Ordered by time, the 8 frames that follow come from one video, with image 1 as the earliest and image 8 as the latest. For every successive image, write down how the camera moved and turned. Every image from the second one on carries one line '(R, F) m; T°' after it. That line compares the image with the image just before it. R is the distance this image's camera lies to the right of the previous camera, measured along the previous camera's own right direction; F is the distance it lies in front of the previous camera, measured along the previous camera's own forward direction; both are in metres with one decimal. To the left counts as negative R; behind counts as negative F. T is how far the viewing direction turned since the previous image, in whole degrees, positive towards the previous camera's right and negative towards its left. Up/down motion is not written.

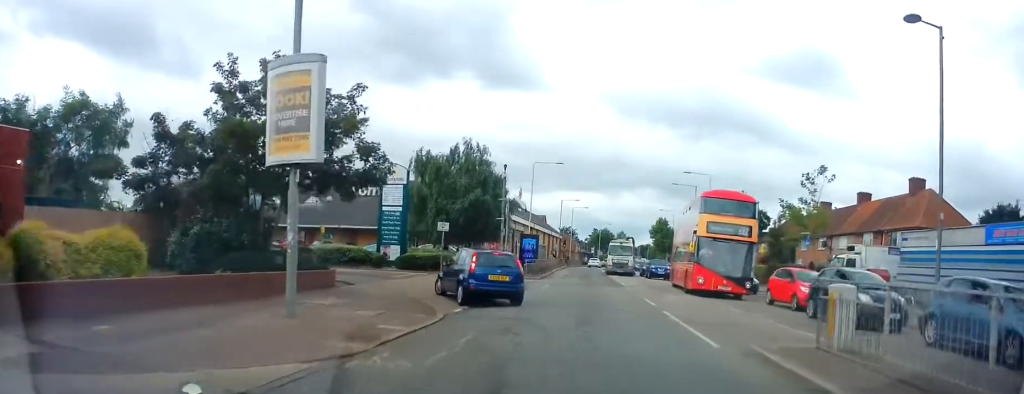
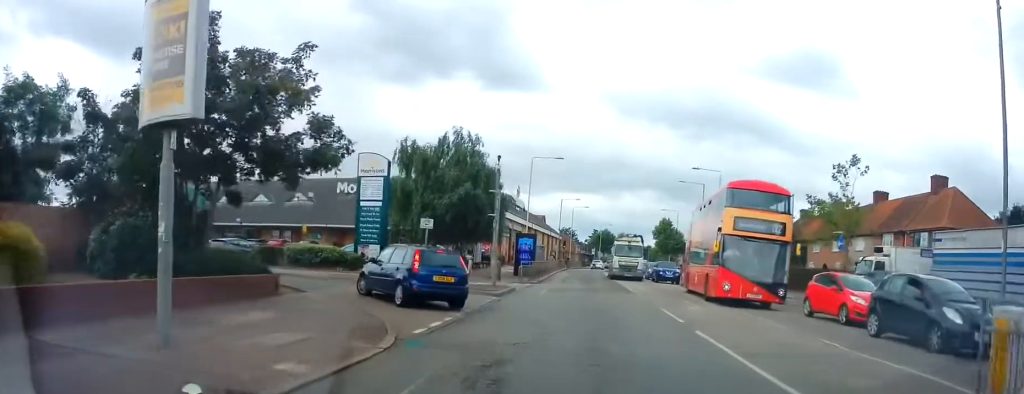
(0.0, +3.6) m; 0°
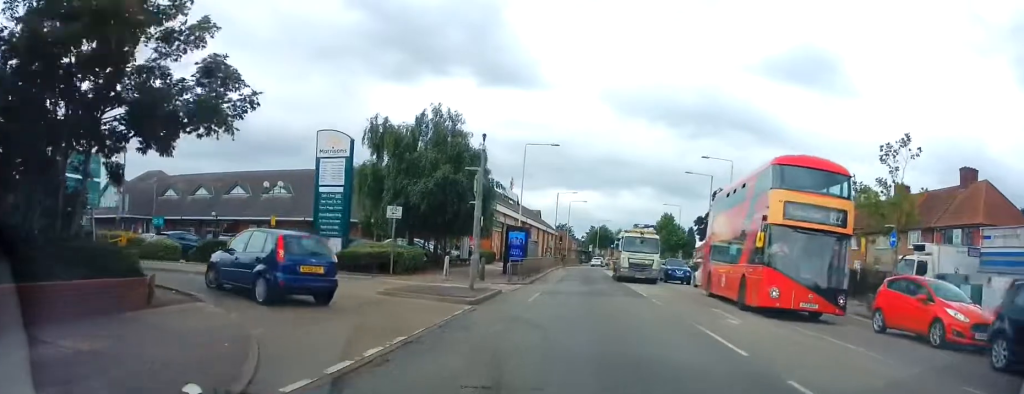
(0.0, +4.6) m; +1°
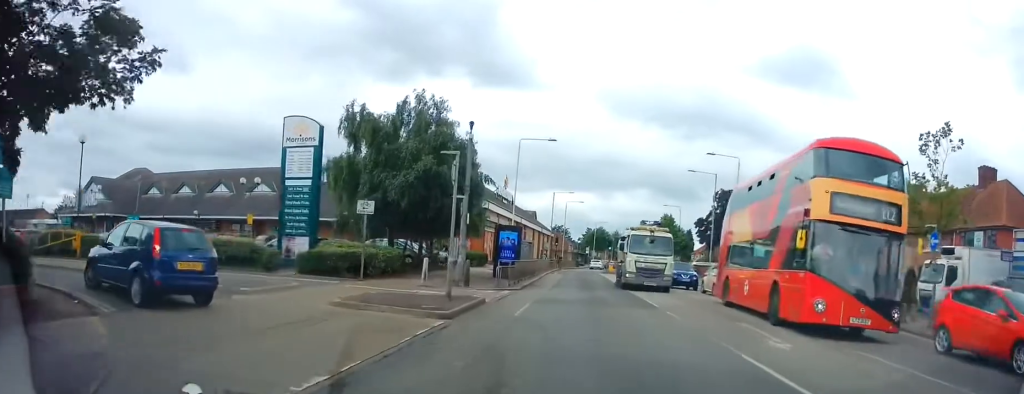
(0.0, +2.9) m; +1°
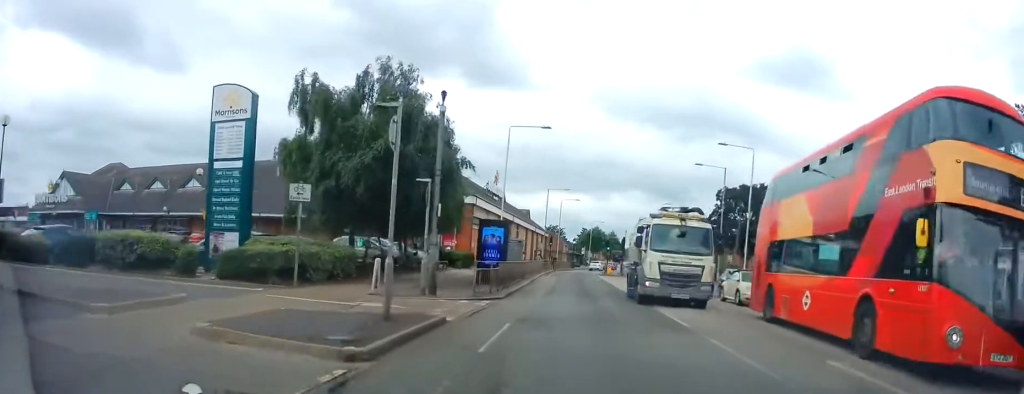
(+0.1, +4.7) m; +1°
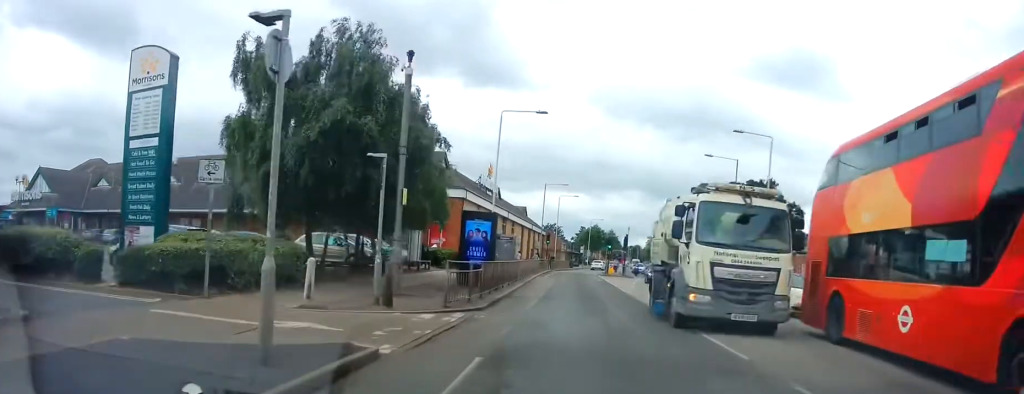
(+0.2, +4.0) m; 0°
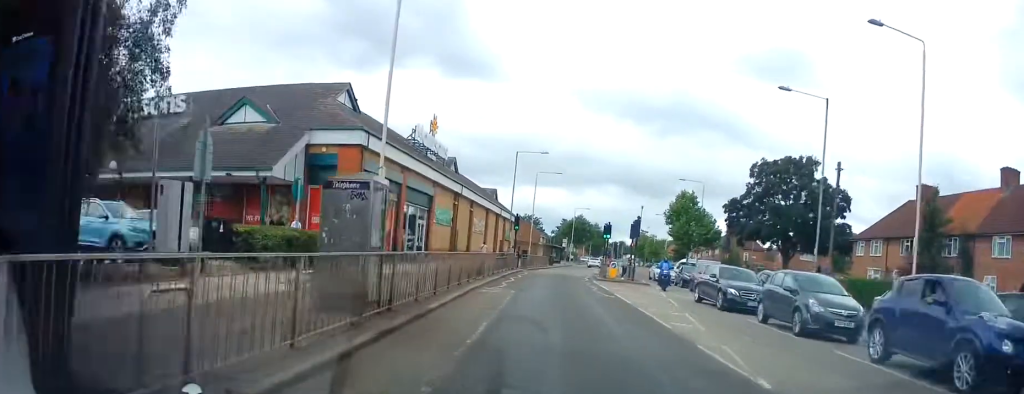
(+0.1, +19.5) m; +2°
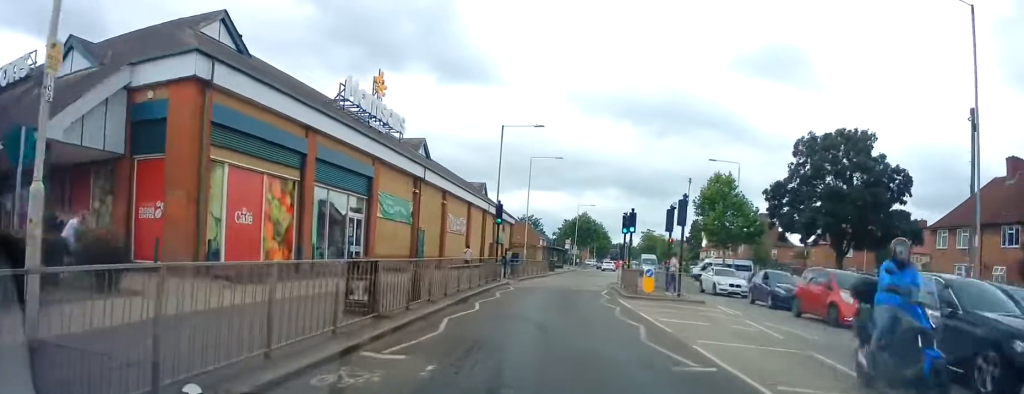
(0.0, +12.6) m; 0°
